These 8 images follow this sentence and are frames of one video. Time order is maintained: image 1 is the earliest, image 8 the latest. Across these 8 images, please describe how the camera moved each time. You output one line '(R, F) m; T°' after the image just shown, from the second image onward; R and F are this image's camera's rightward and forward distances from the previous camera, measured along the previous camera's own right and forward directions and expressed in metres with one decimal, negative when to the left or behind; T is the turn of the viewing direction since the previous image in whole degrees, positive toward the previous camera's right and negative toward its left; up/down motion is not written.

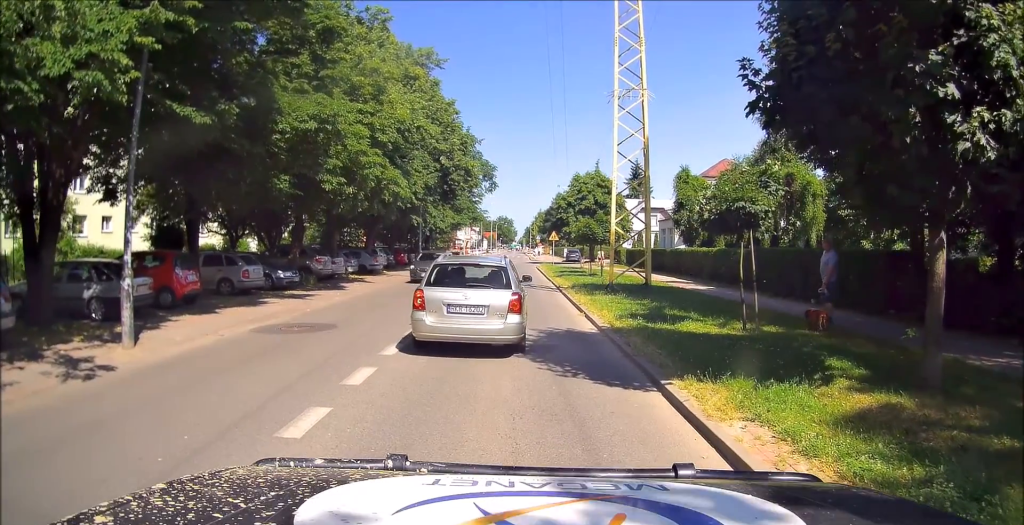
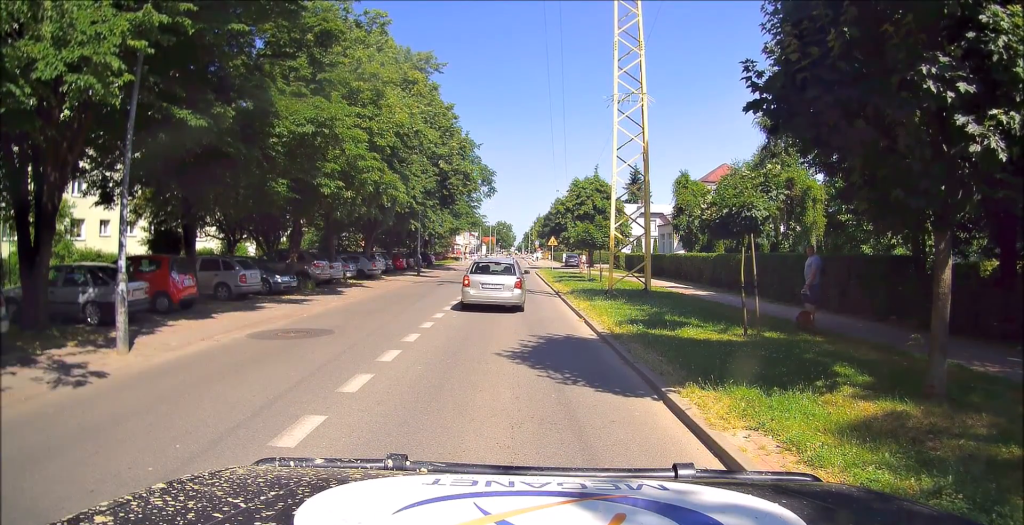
(+0.6, +1.9) m; 0°
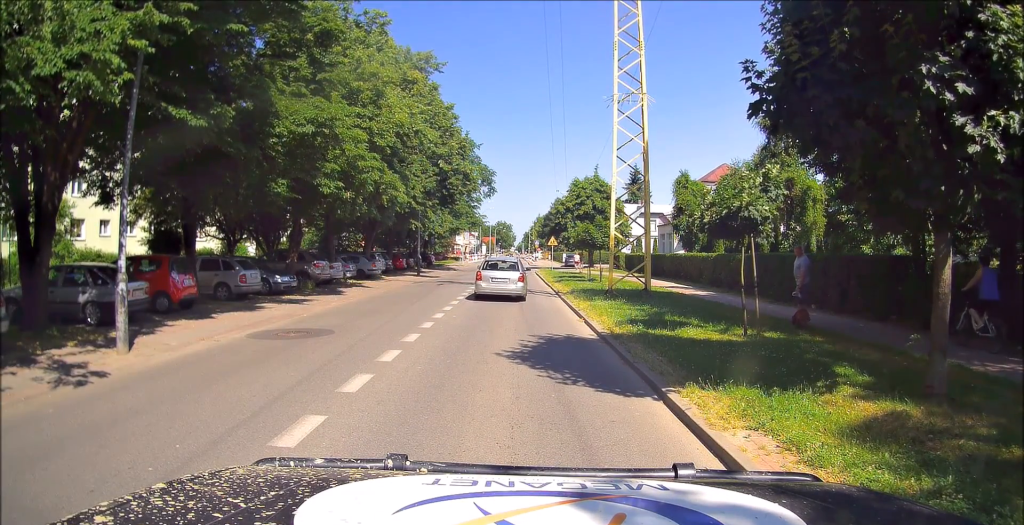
(+0.1, +0.3) m; 0°
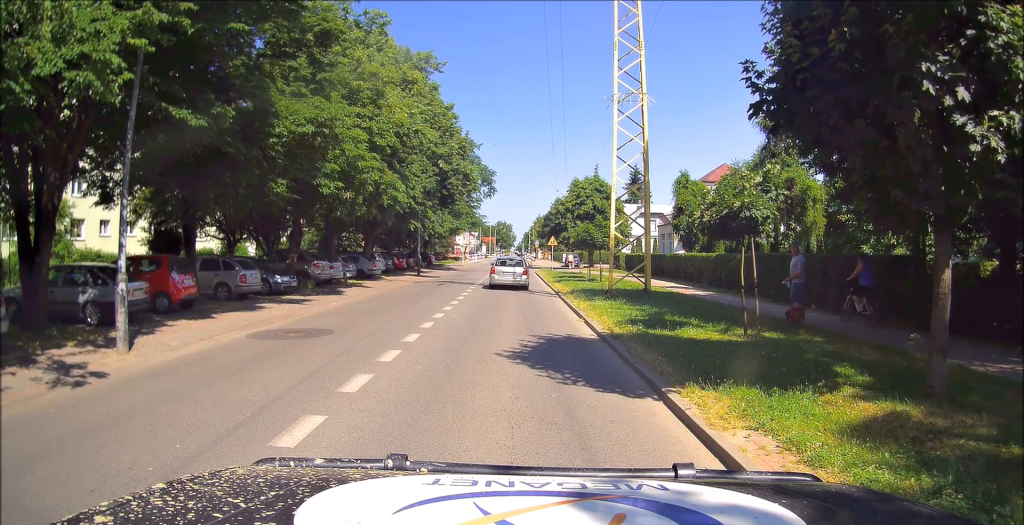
(0.0, +0.2) m; 0°
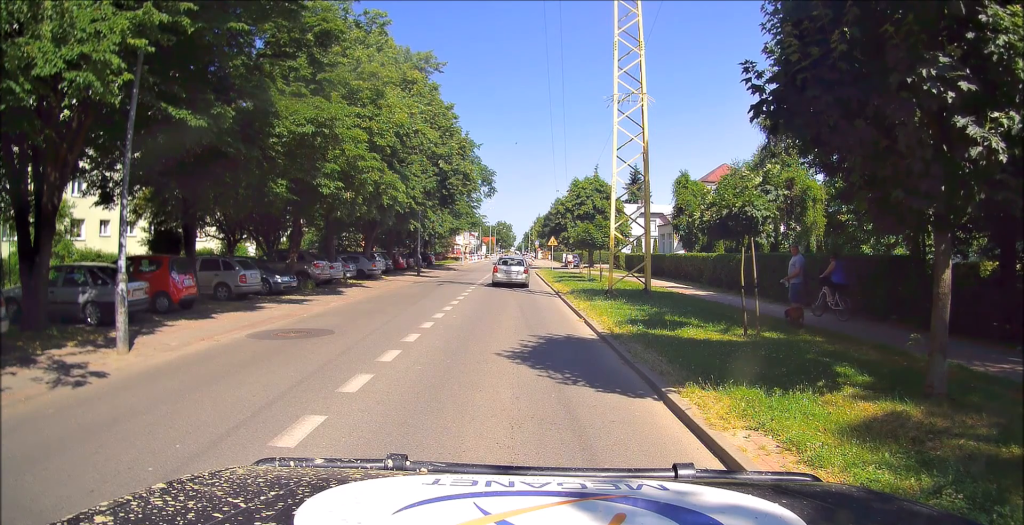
(0.0, 0.0) m; 0°
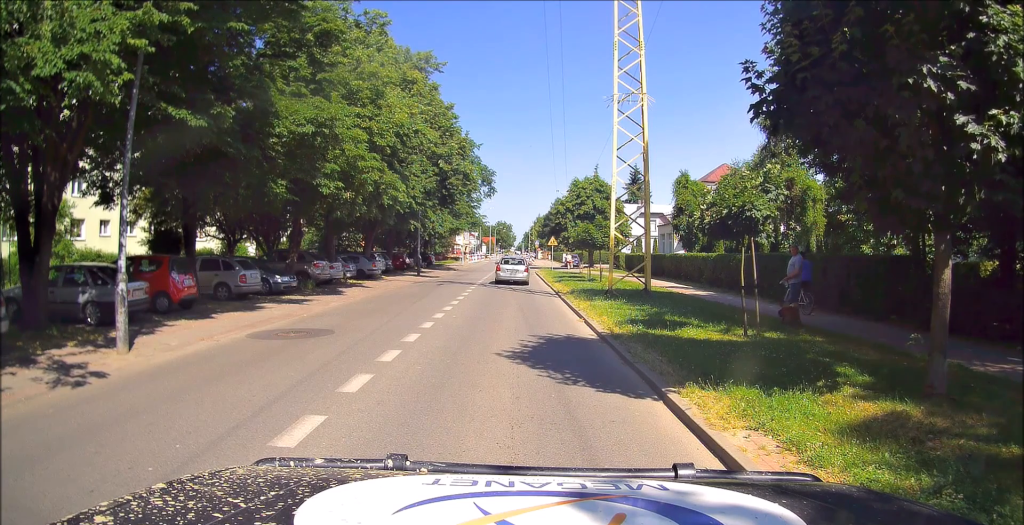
(0.0, 0.0) m; 0°
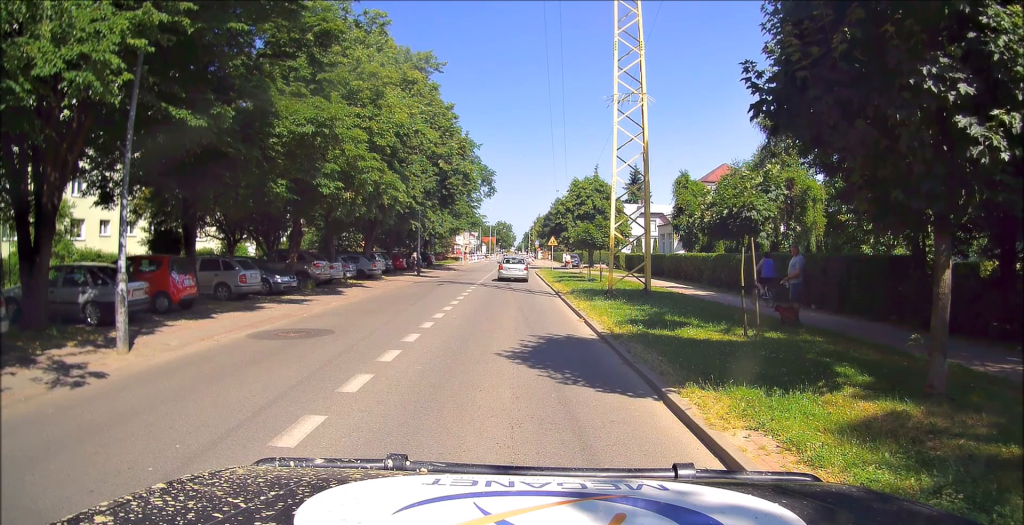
(0.0, 0.0) m; 0°
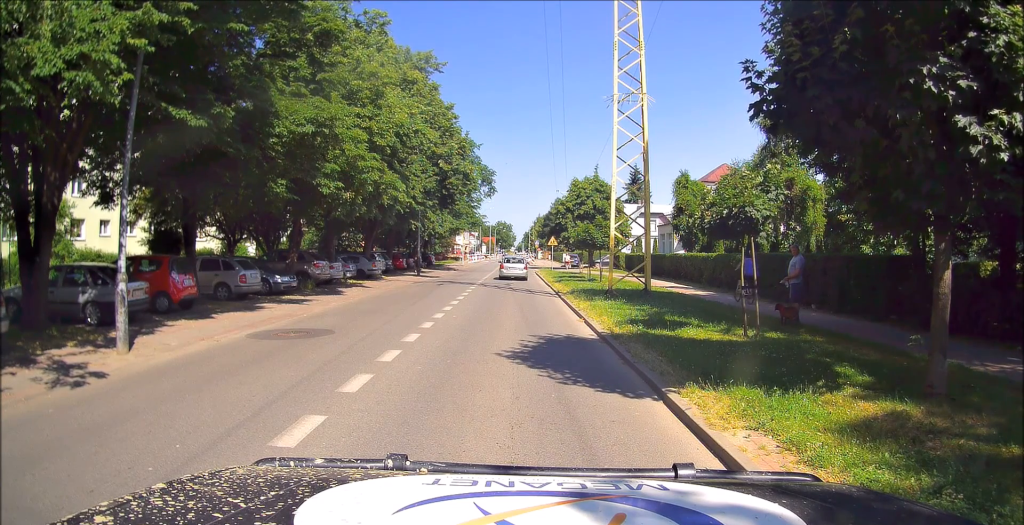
(0.0, 0.0) m; 0°
